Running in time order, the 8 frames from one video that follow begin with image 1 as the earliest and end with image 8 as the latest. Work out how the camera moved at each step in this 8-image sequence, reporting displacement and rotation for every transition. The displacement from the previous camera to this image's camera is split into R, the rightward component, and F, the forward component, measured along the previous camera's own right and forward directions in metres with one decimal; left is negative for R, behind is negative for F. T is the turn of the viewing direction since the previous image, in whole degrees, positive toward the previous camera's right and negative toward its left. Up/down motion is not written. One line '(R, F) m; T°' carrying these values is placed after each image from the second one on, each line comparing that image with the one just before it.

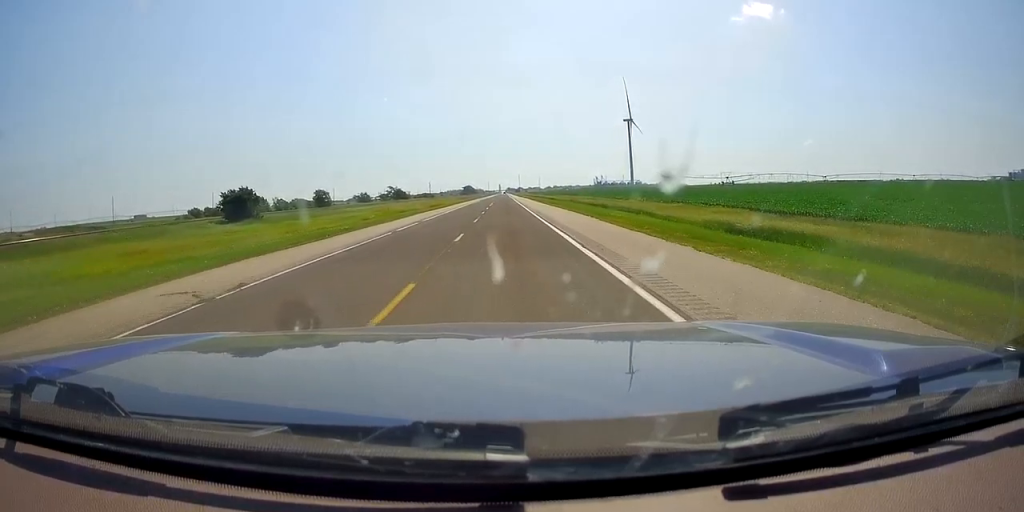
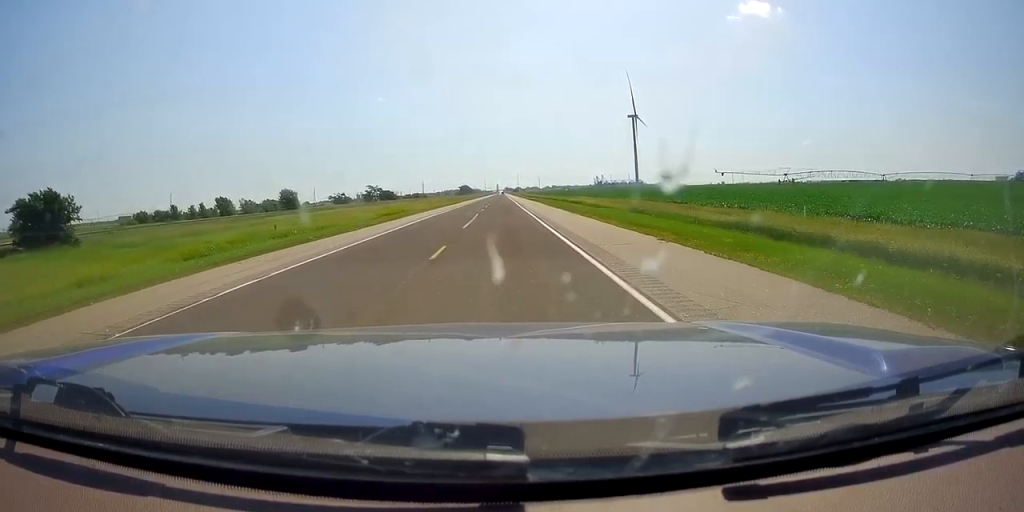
(+0.4, +41.1) m; +1°
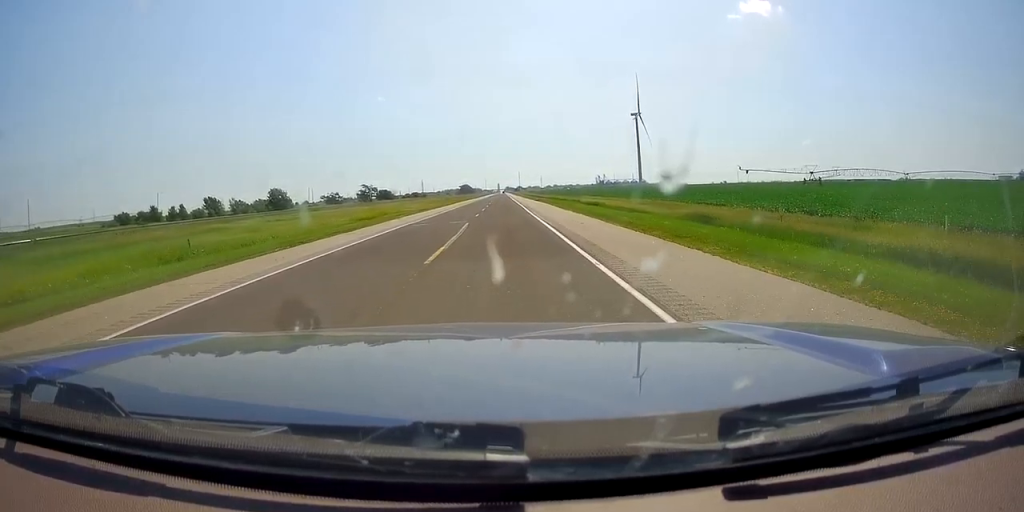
(0.0, +12.7) m; 0°
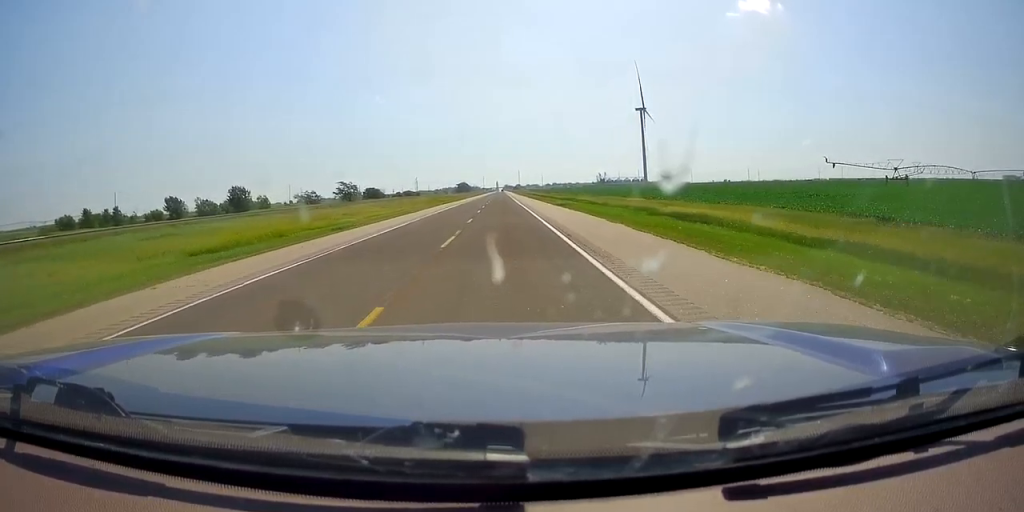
(0.0, +32.7) m; 0°
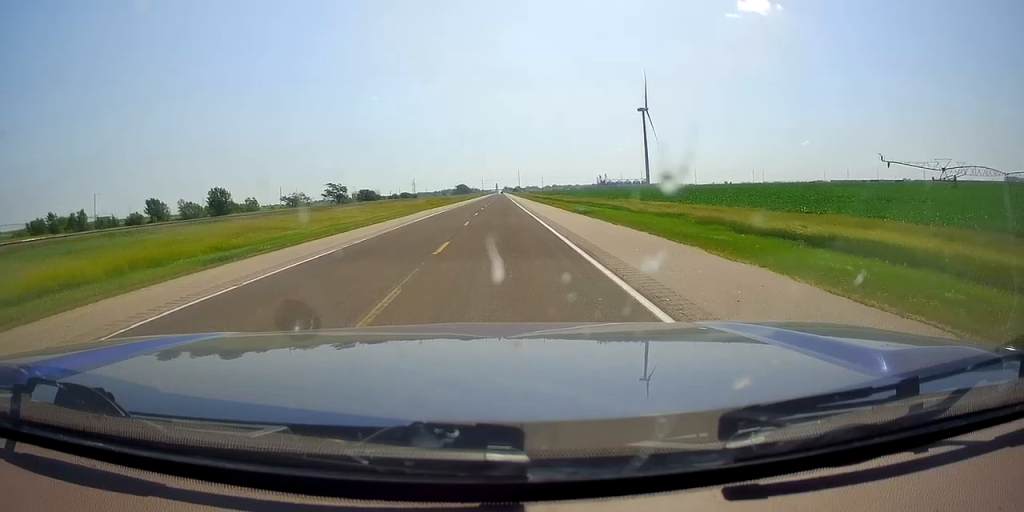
(0.0, +13.8) m; 0°
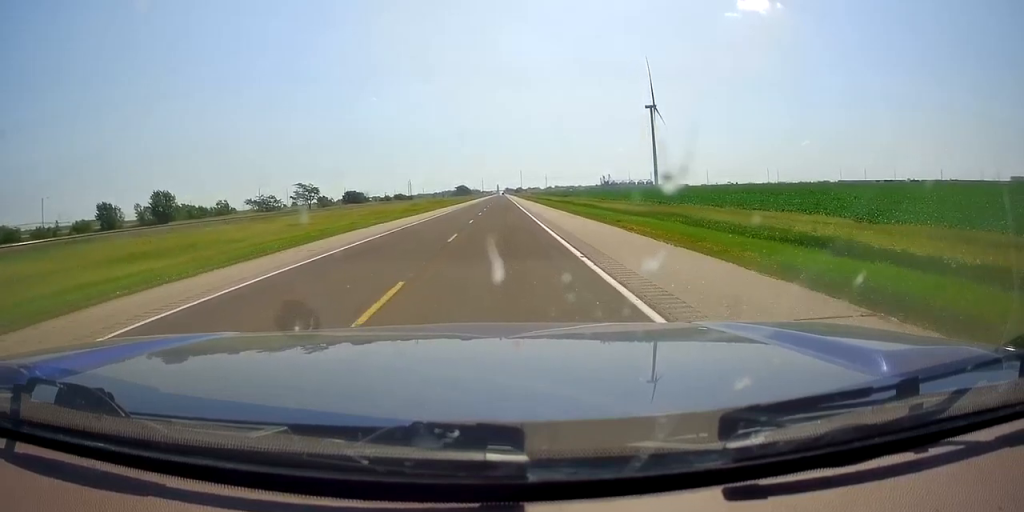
(-0.1, +32.2) m; -1°
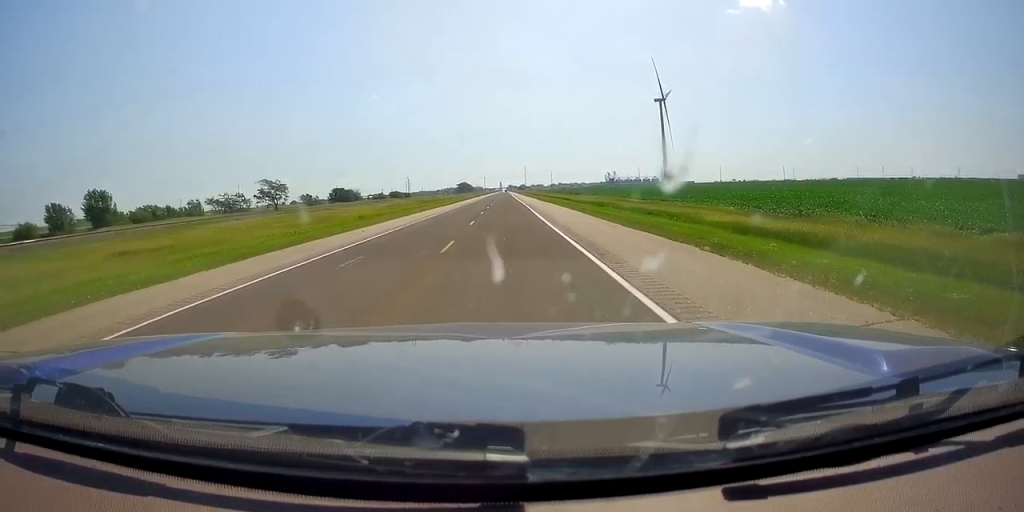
(-0.4, +28.4) m; 0°
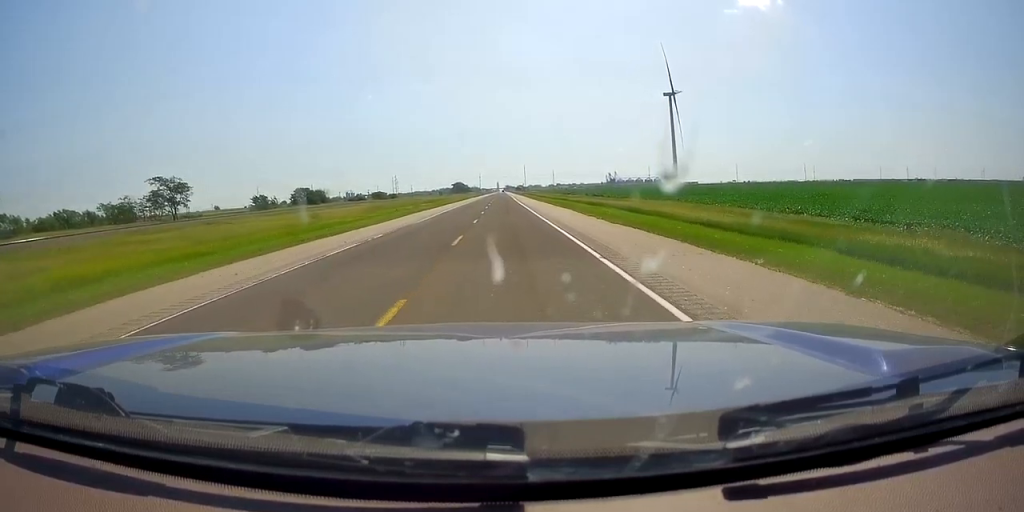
(+0.7, +47.1) m; +1°
